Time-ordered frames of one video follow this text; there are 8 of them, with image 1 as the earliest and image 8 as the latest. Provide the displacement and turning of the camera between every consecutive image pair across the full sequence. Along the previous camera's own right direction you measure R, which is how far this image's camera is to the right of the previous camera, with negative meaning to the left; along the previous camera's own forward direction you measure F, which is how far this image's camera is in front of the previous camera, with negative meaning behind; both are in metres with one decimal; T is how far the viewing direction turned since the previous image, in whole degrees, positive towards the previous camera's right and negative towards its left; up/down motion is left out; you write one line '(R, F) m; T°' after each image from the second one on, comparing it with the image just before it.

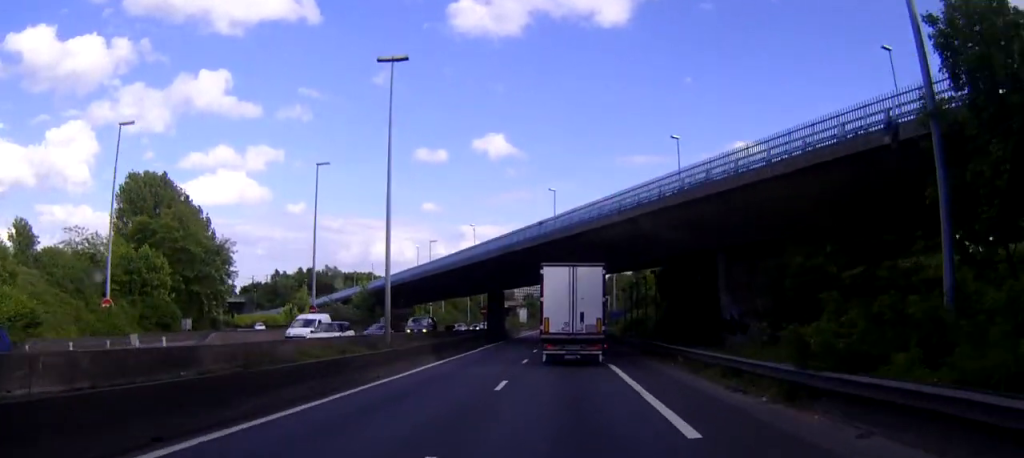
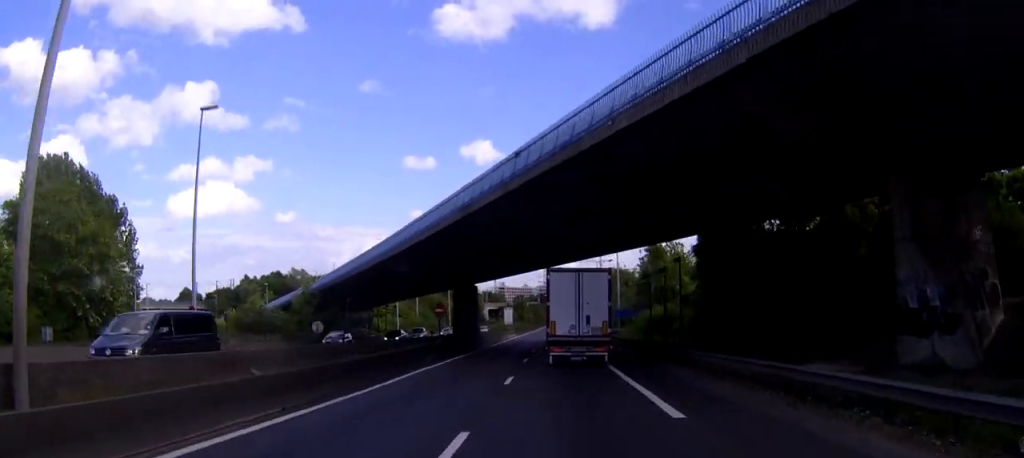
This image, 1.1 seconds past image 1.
(-0.1, +23.0) m; 0°
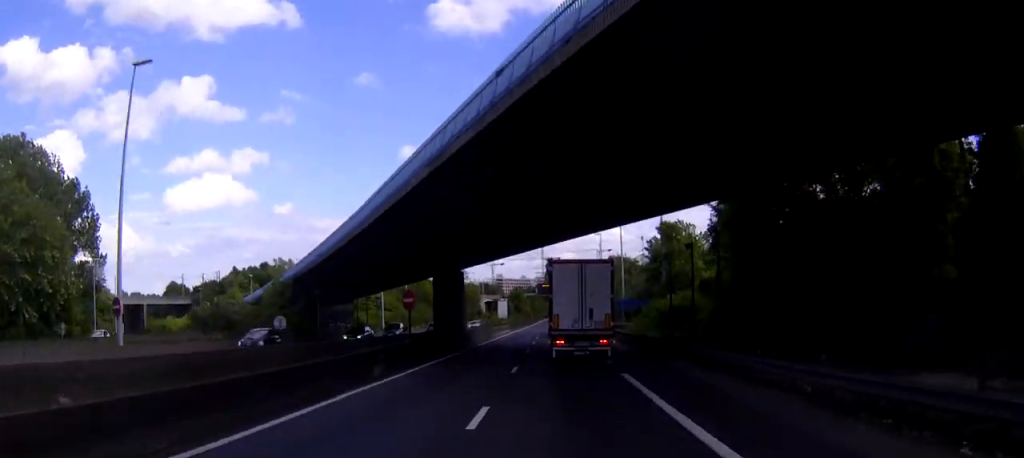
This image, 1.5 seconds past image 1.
(0.0, +9.0) m; 0°
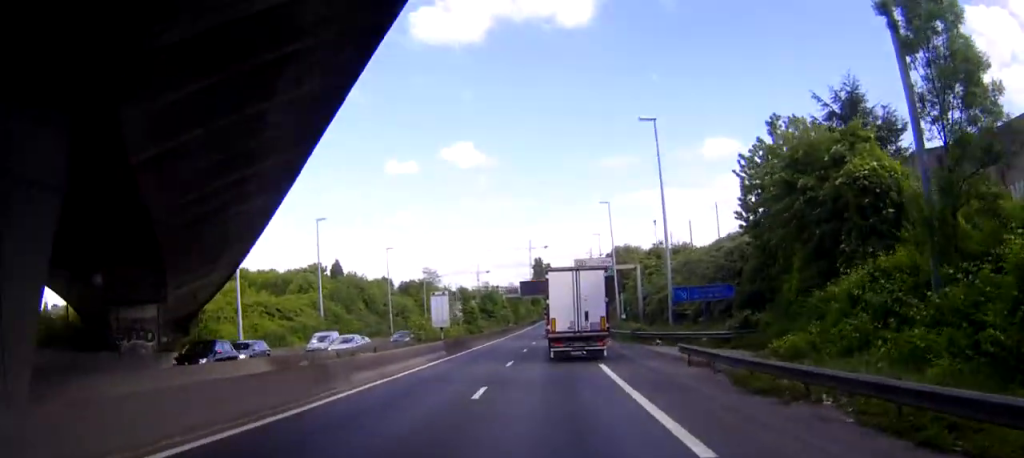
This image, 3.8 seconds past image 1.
(+0.8, +46.1) m; +2°
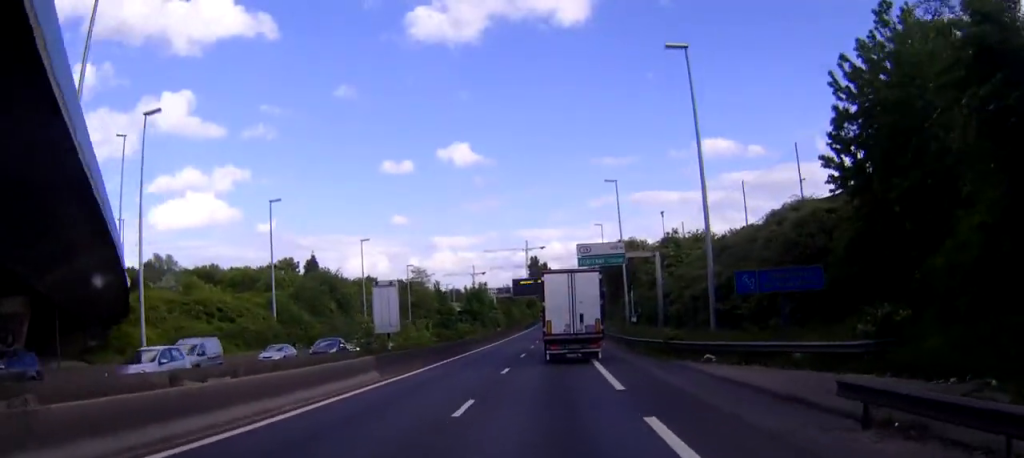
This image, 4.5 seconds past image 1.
(0.0, +15.0) m; 0°
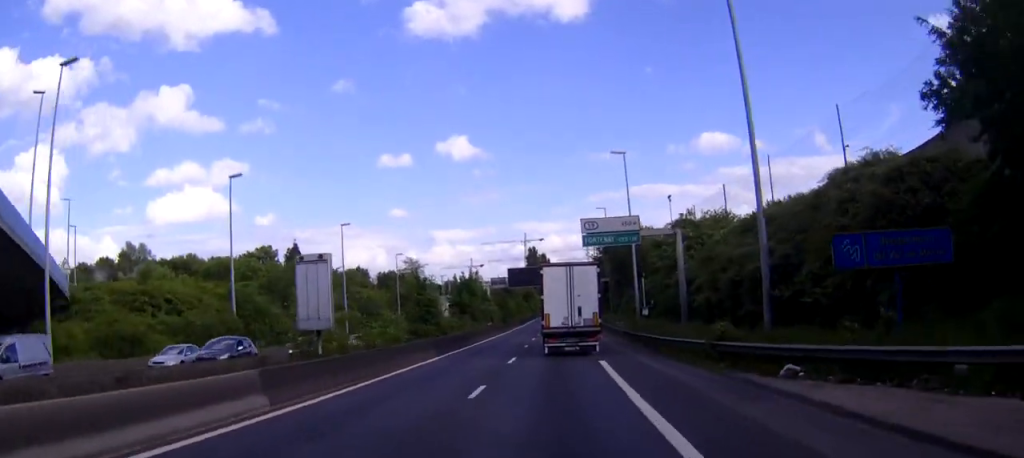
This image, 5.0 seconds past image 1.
(-0.2, +10.2) m; -1°
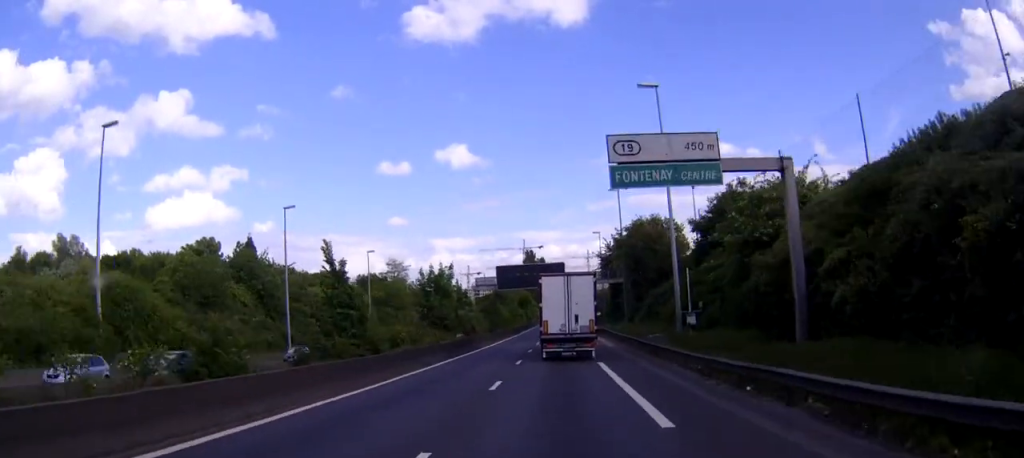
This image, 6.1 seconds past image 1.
(+0.1, +22.4) m; 0°
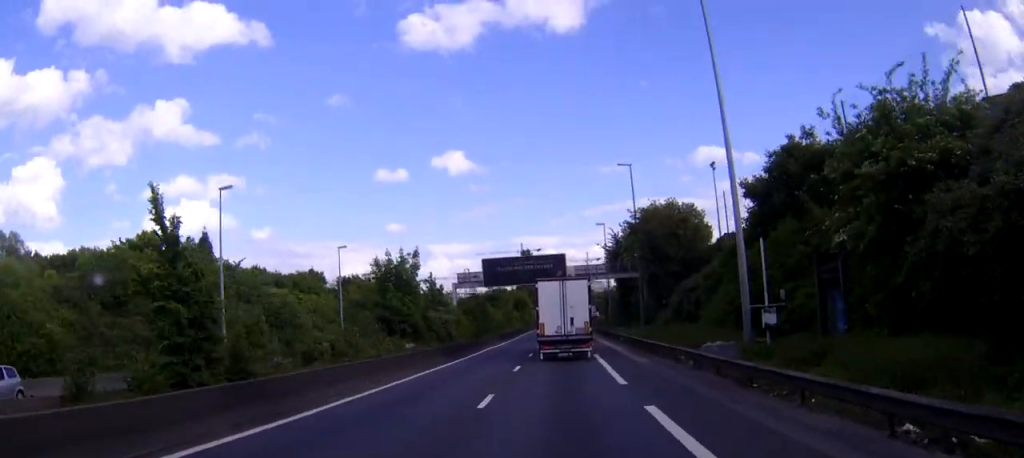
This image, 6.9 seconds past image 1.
(+0.1, +16.3) m; 0°
